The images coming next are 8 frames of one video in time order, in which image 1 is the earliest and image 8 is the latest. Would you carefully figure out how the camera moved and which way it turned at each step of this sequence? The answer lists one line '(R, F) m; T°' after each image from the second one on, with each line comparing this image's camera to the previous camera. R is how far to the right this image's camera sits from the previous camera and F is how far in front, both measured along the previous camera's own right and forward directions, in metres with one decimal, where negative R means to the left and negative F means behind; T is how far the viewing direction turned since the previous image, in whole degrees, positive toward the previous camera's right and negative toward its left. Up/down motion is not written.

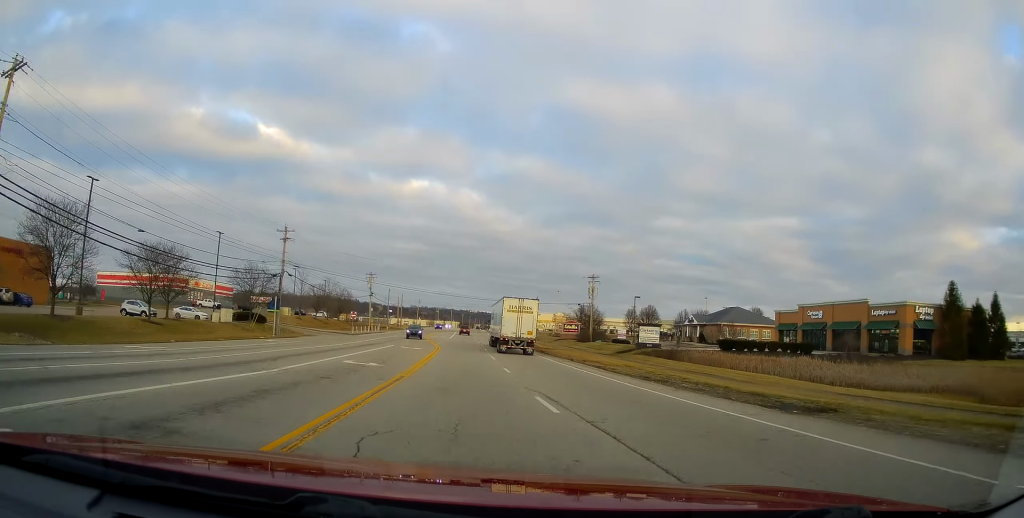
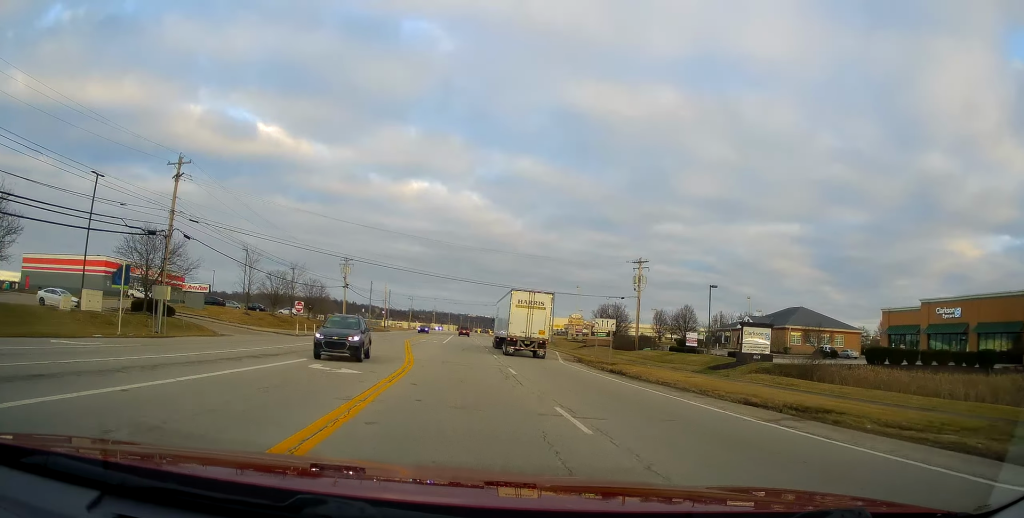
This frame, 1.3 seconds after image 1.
(0.0, +25.5) m; 0°
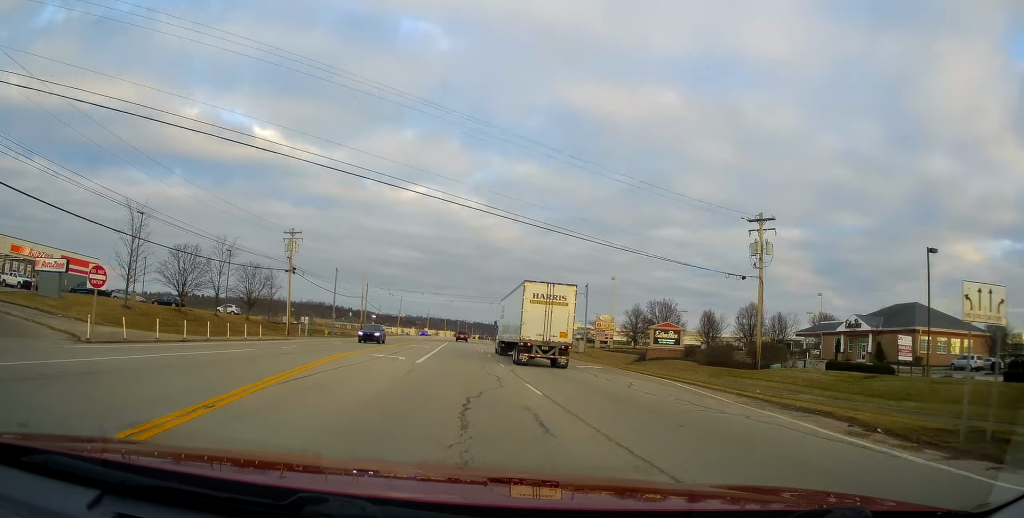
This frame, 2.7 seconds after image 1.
(-0.1, +30.4) m; 0°
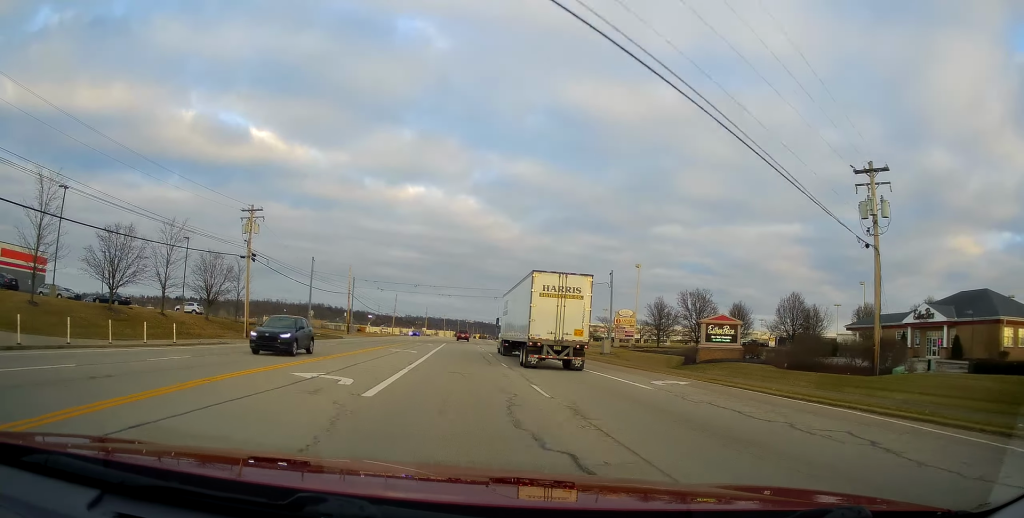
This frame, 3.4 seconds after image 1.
(0.0, +13.4) m; 0°
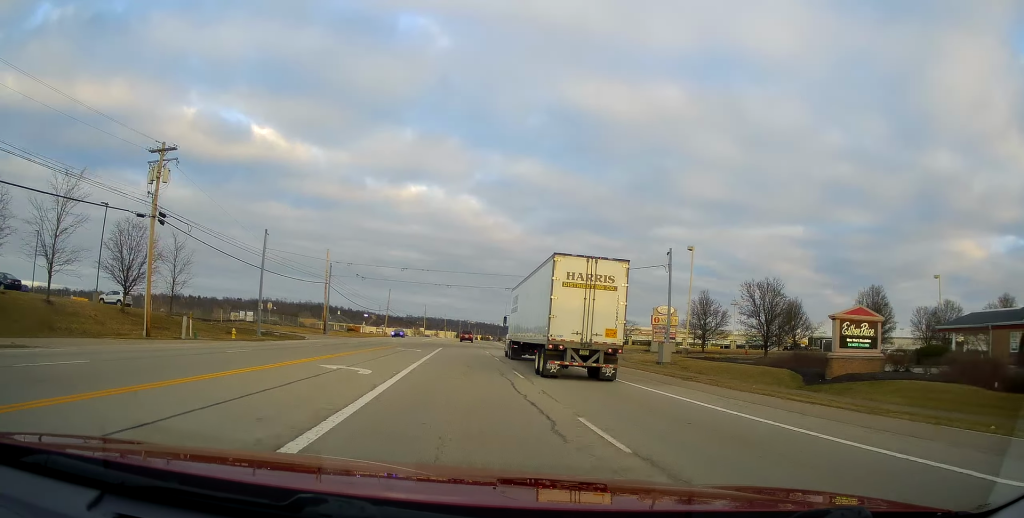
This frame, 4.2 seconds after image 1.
(0.0, +18.6) m; -1°
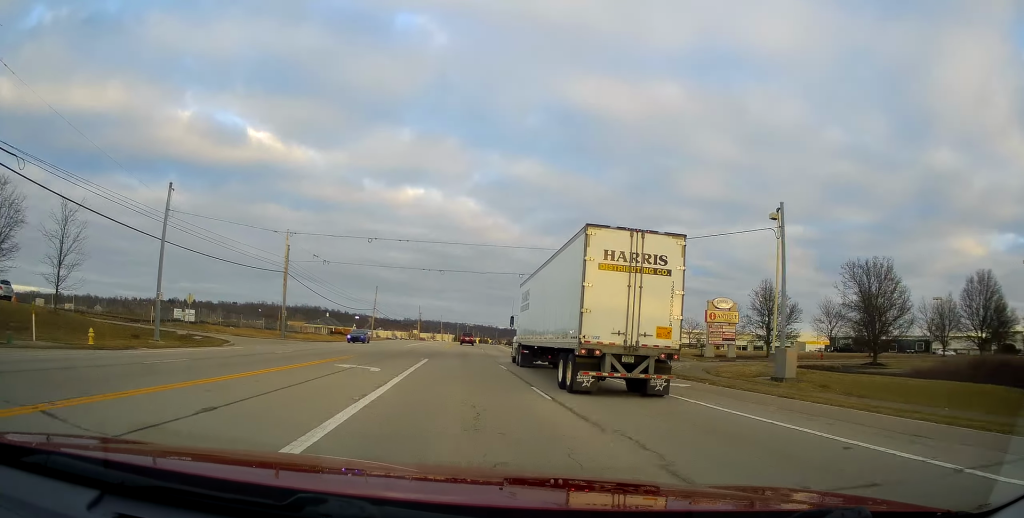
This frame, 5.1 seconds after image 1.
(-0.5, +18.7) m; 0°
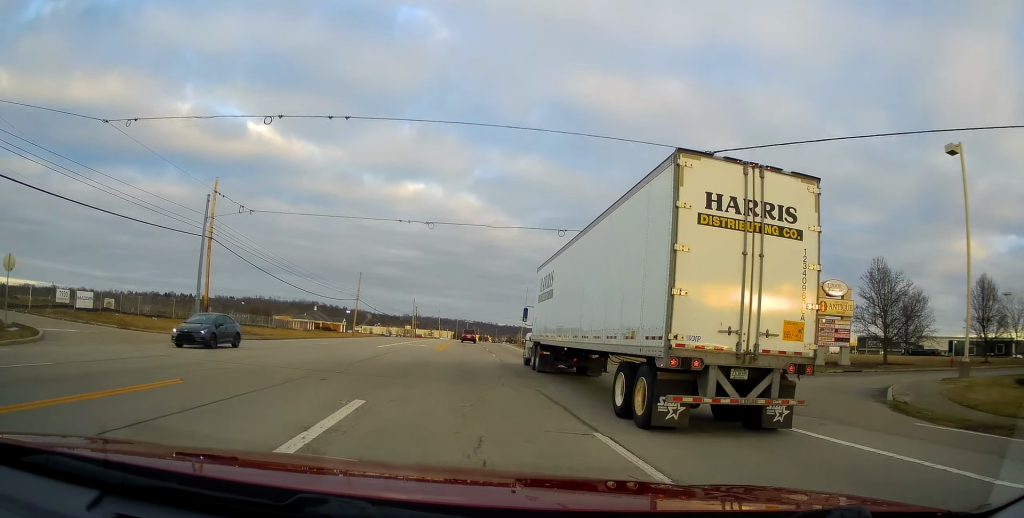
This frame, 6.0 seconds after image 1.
(+0.4, +20.3) m; +1°
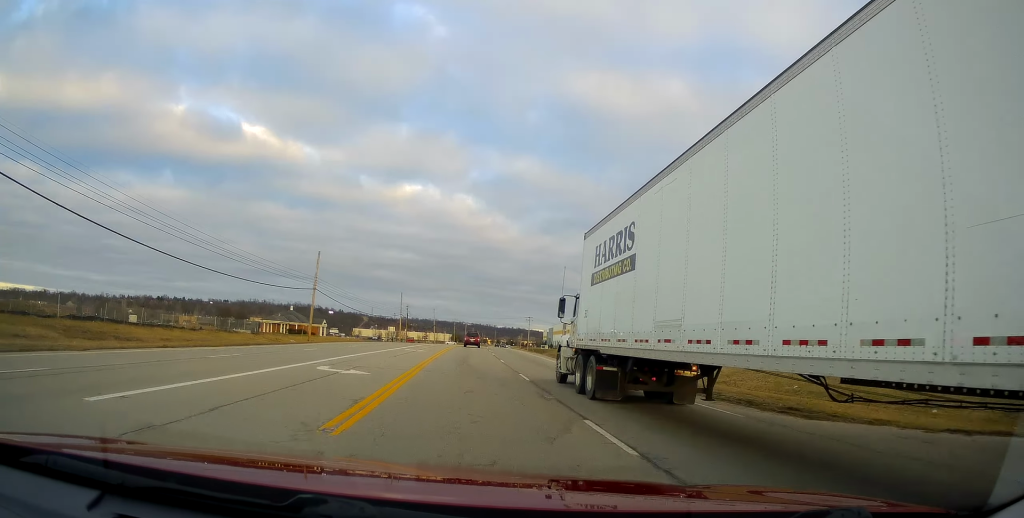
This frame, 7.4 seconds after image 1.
(+0.4, +29.8) m; +2°
